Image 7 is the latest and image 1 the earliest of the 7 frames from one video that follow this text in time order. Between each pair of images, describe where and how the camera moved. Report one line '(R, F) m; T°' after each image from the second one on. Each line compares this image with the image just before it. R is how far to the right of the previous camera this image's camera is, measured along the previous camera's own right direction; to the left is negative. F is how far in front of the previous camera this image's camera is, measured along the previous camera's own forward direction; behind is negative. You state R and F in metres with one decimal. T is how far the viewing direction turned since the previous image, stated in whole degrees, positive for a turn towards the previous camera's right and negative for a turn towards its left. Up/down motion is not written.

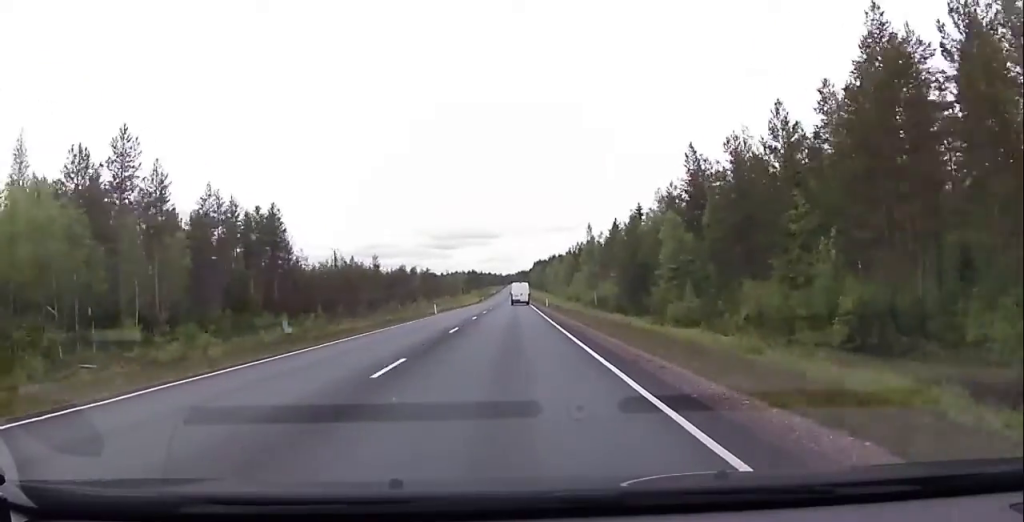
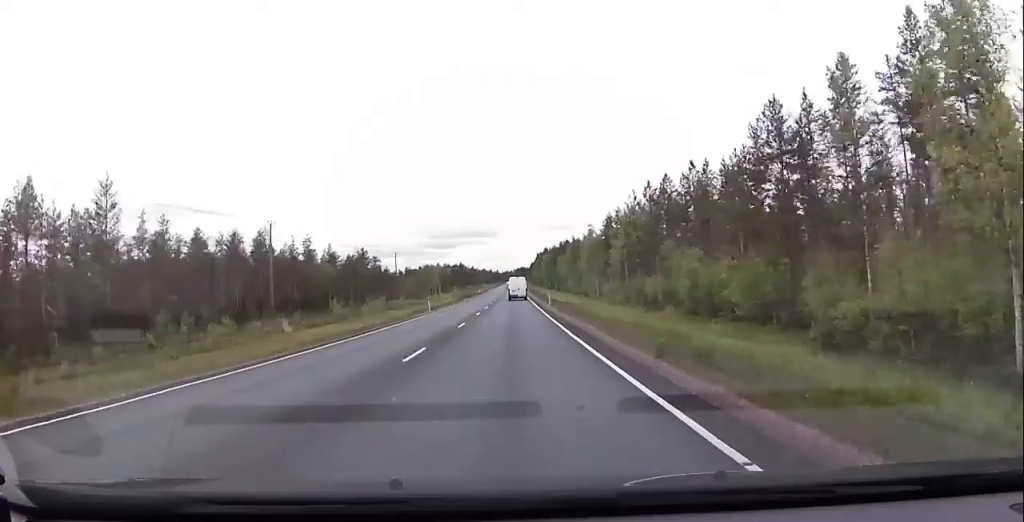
(-0.4, +92.5) m; -1°
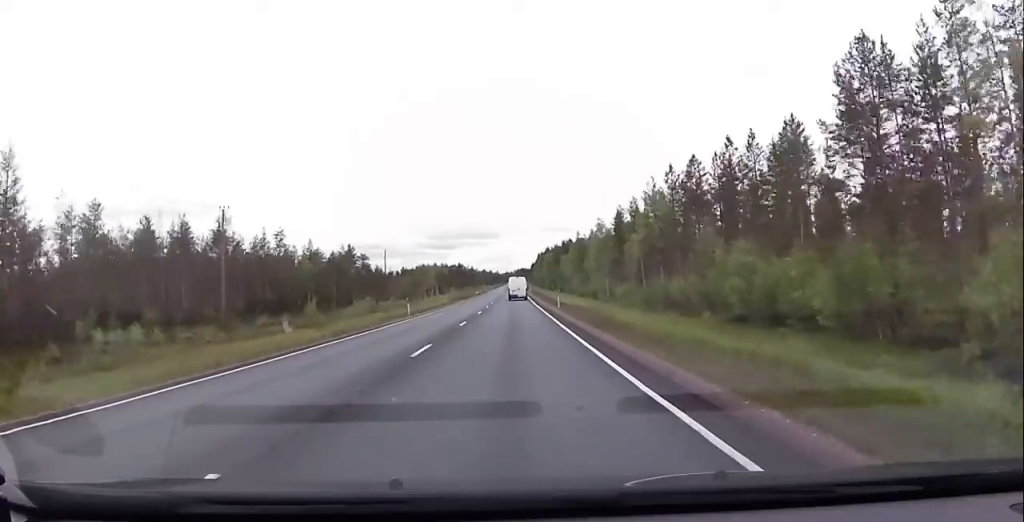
(0.0, +11.1) m; 0°
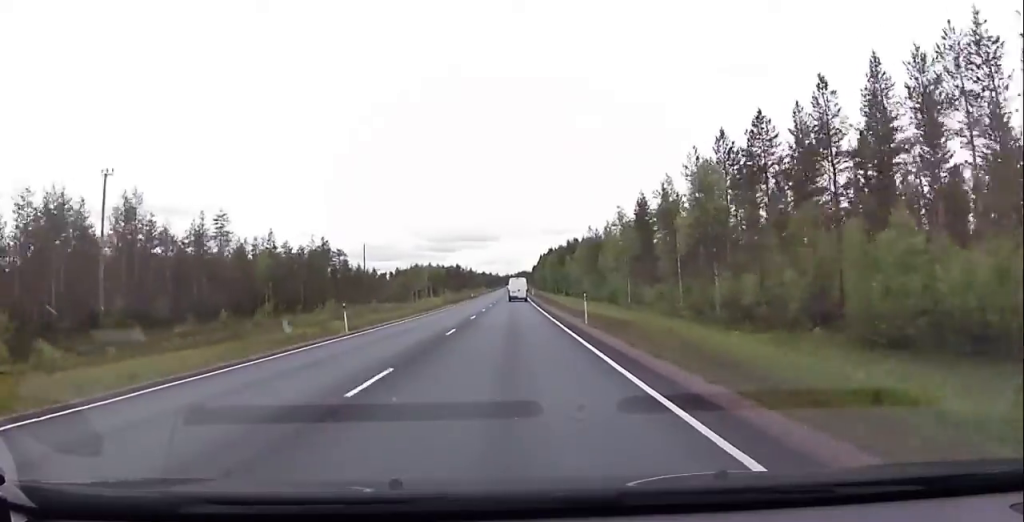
(0.0, +17.2) m; 0°
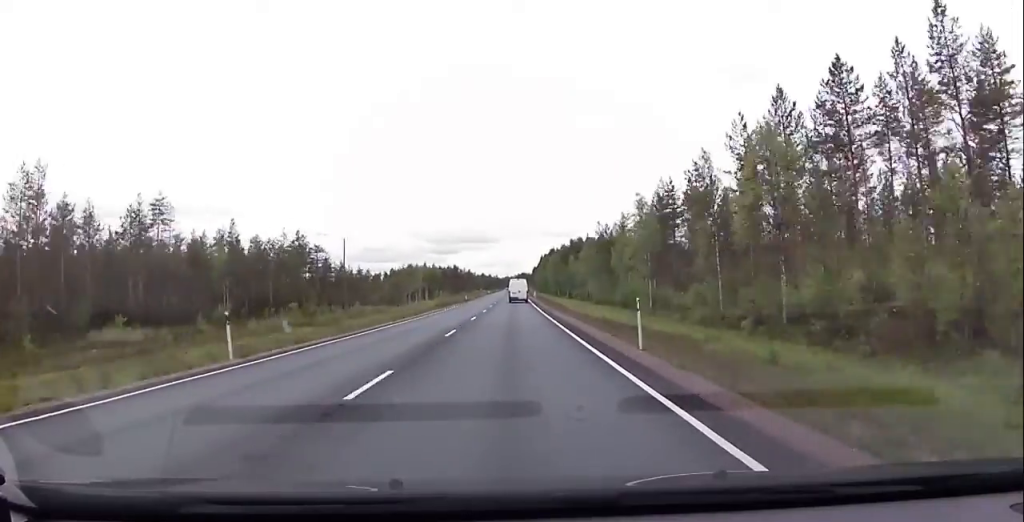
(0.0, +12.1) m; 0°
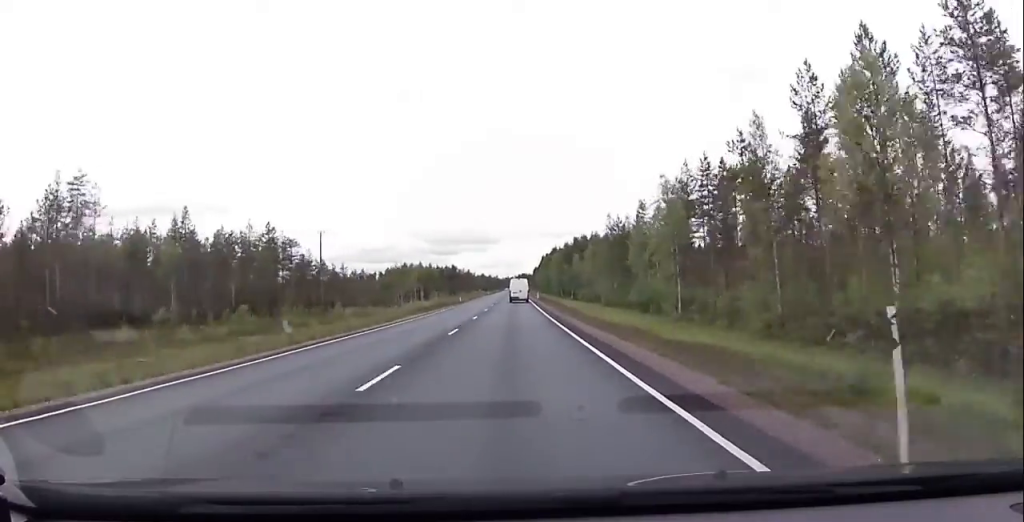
(0.0, +11.2) m; 0°
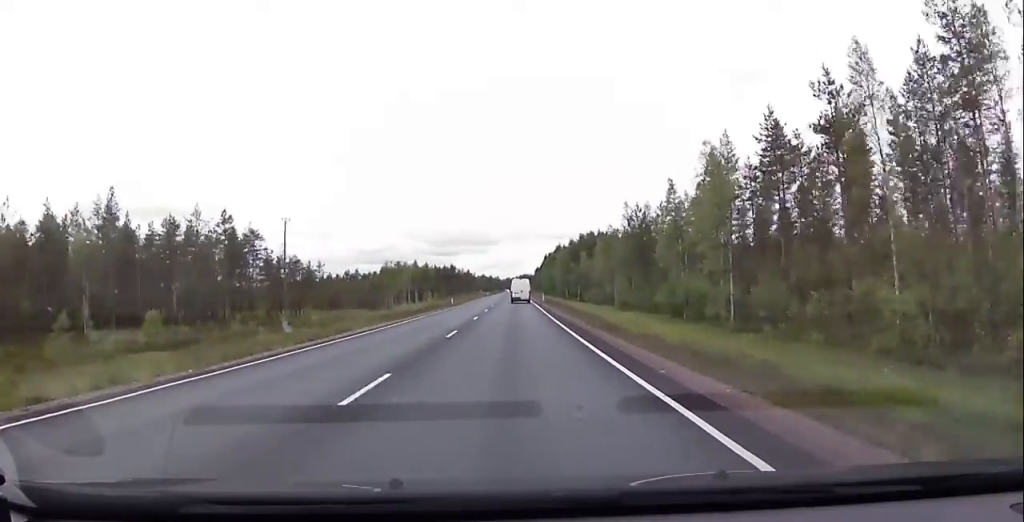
(0.0, +13.0) m; 0°
